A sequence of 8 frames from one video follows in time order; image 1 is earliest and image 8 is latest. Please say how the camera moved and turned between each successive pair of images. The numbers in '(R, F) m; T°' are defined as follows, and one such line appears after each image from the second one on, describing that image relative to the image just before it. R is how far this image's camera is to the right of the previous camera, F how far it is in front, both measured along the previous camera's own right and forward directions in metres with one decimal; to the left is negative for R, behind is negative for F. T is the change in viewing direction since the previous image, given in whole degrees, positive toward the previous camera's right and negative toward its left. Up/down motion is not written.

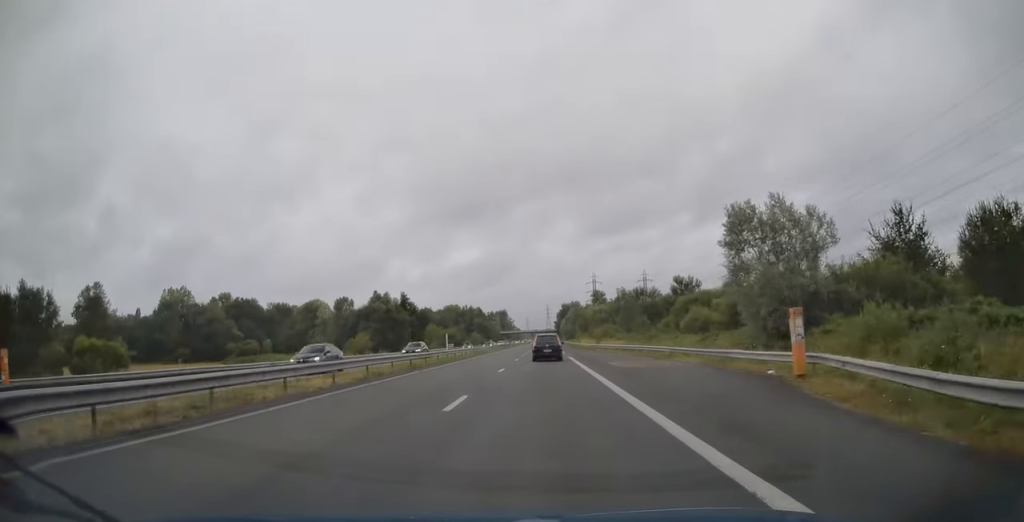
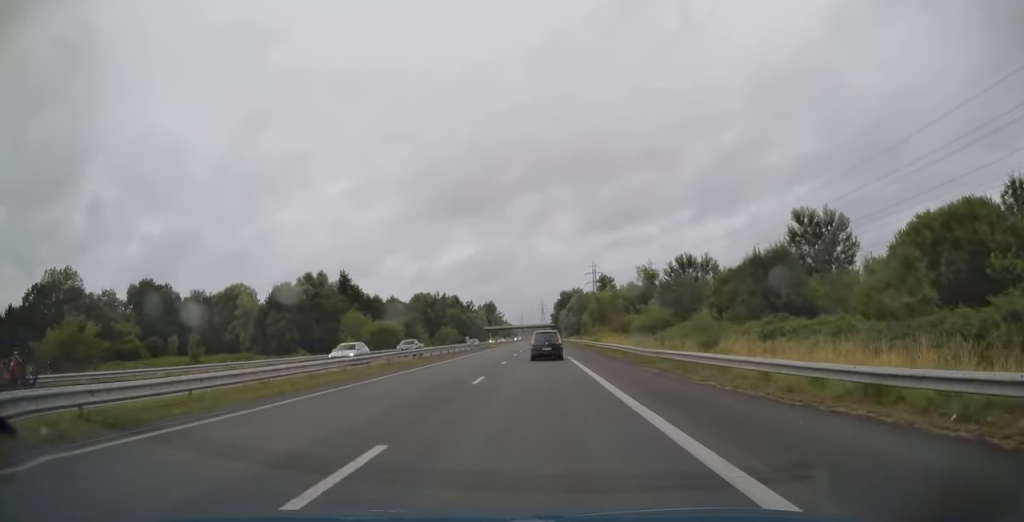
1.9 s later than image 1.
(+0.2, +59.3) m; 0°
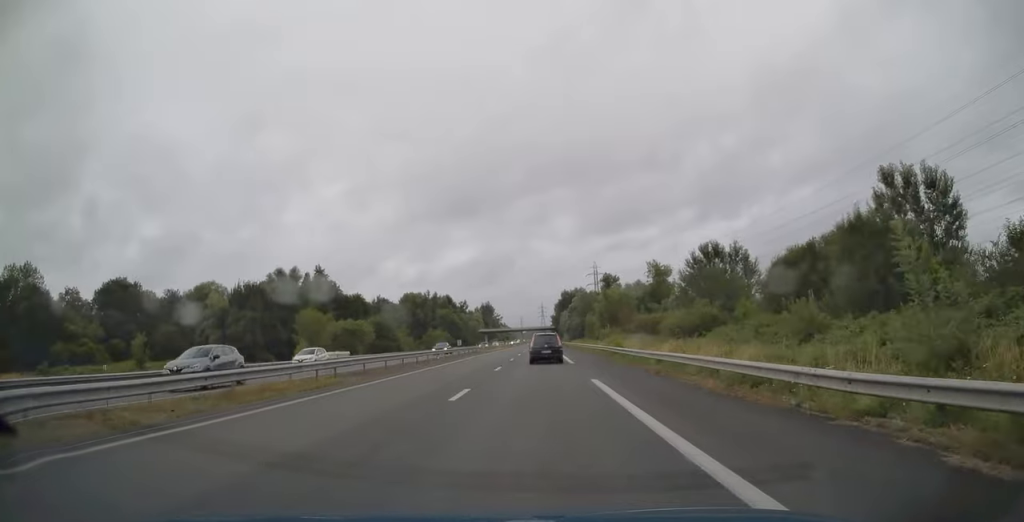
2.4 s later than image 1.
(0.0, +17.0) m; 0°
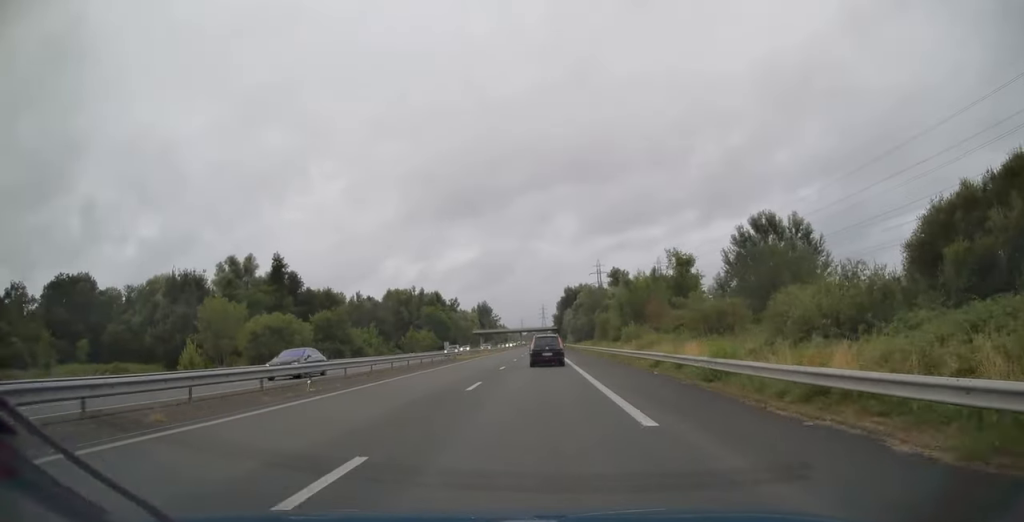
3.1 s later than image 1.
(0.0, +22.9) m; 0°
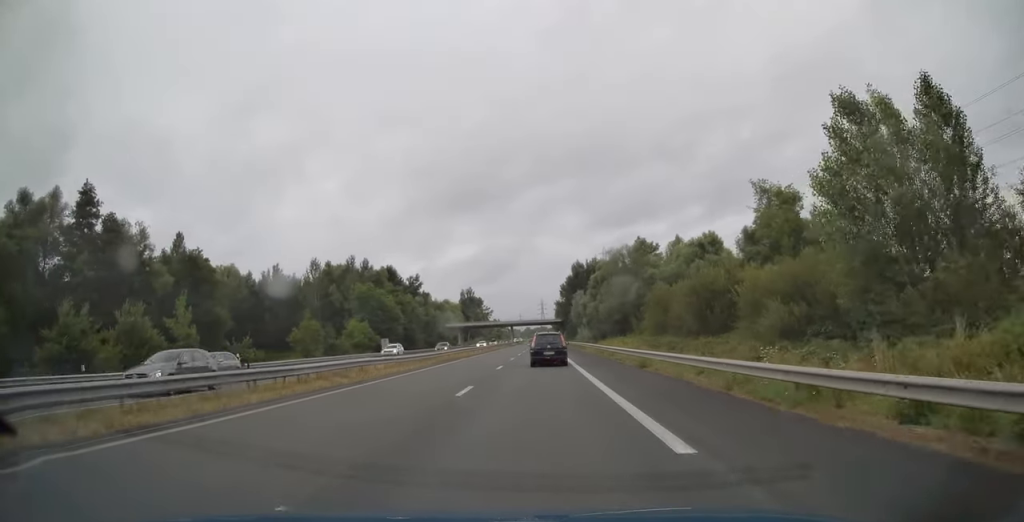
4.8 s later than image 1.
(-0.1, +54.9) m; 0°
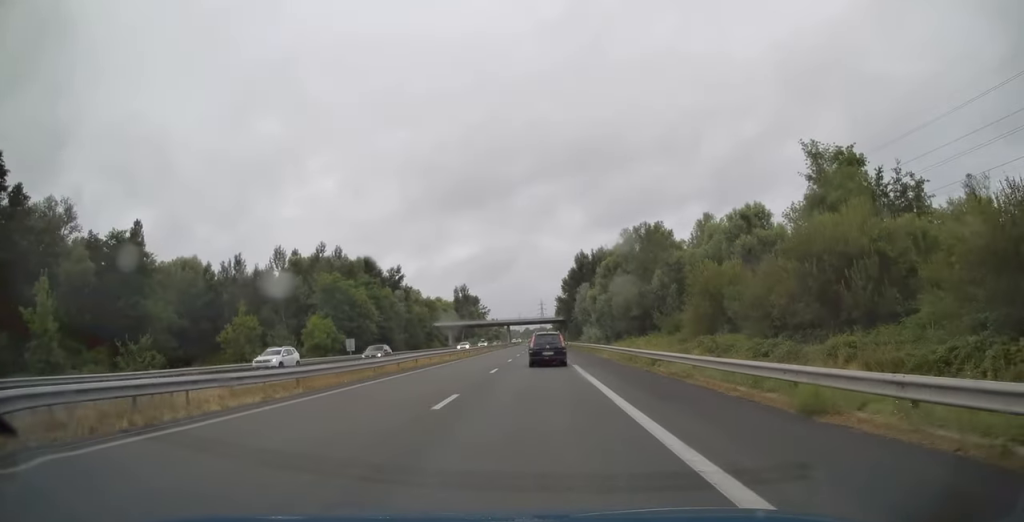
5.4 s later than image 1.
(0.0, +15.8) m; 0°
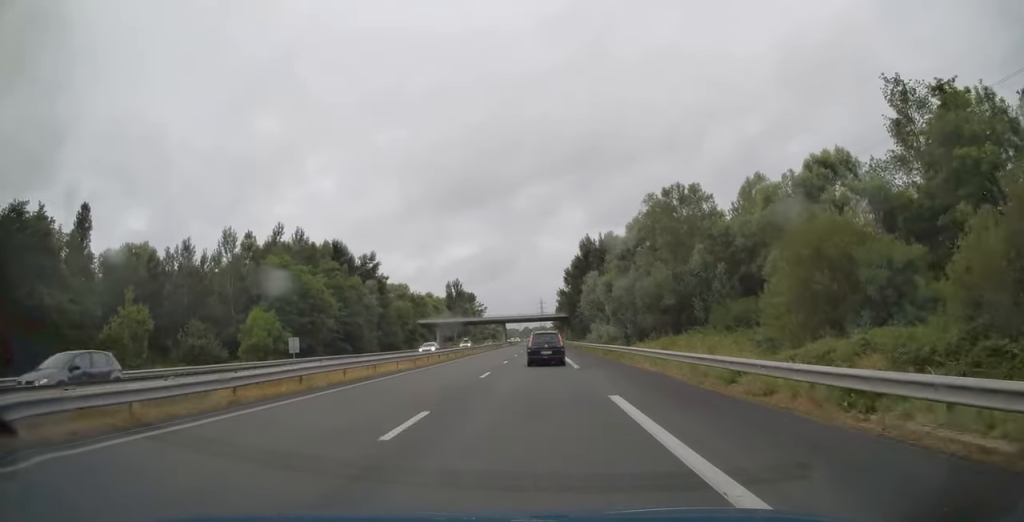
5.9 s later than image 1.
(0.0, +16.6) m; 0°
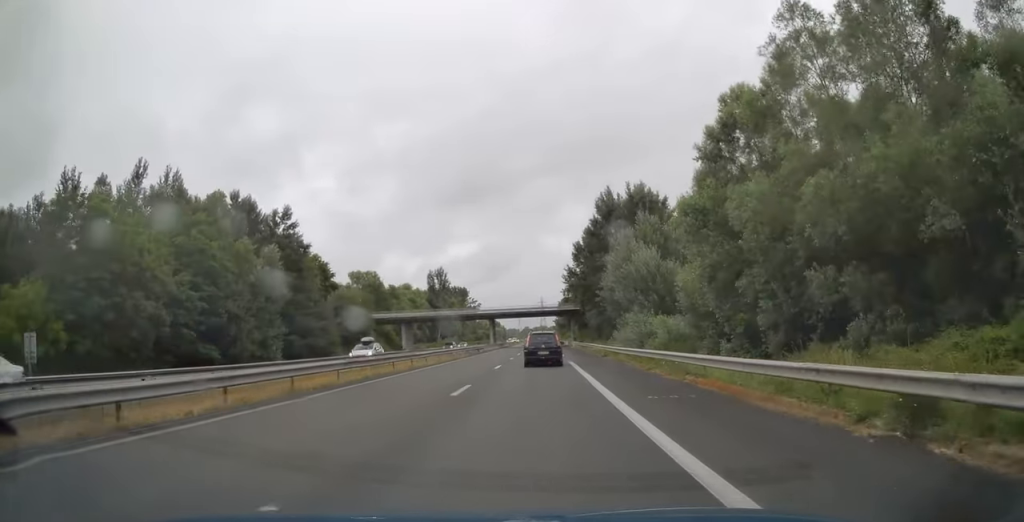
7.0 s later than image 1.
(0.0, +32.5) m; 0°
